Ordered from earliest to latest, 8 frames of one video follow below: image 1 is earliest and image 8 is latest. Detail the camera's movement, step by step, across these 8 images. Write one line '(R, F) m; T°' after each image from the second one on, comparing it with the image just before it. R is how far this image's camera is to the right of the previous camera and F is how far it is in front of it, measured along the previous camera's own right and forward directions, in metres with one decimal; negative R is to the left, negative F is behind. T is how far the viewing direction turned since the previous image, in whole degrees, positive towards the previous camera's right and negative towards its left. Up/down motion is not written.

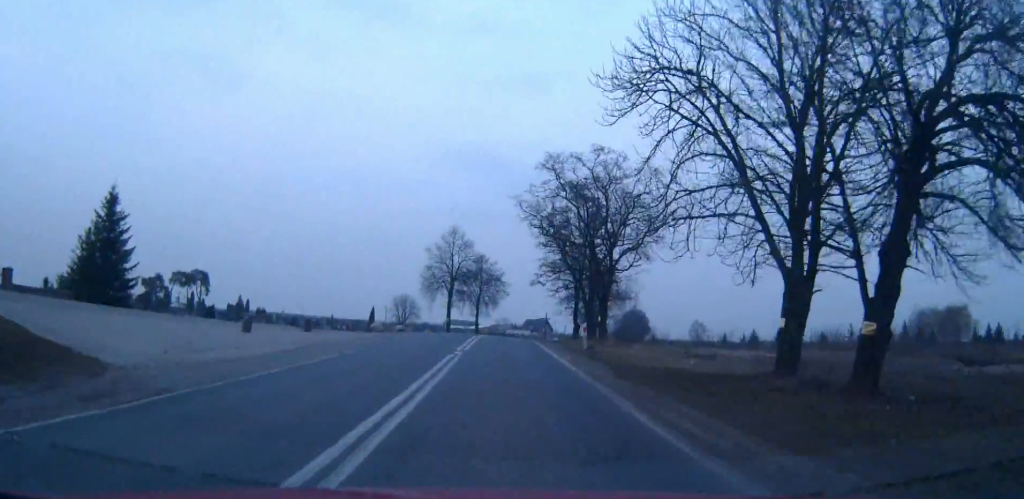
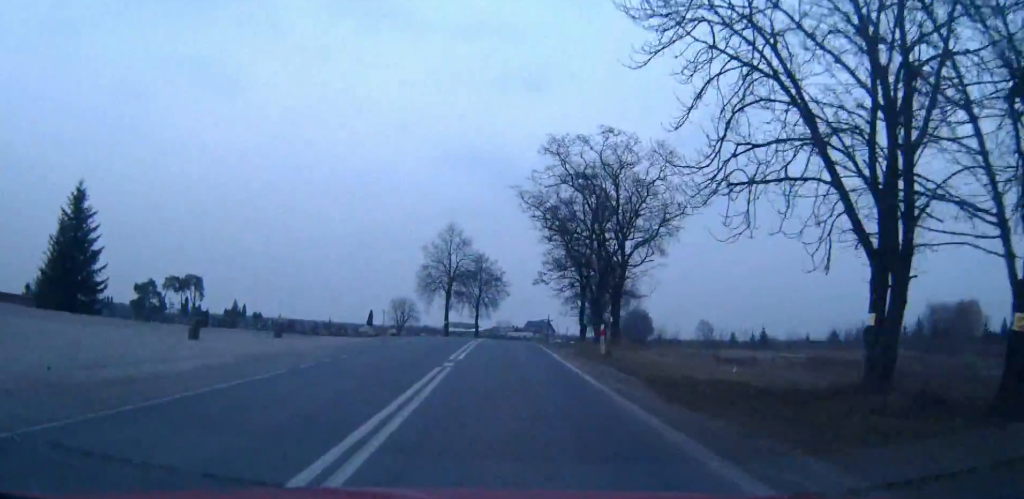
(0.0, +4.7) m; 0°
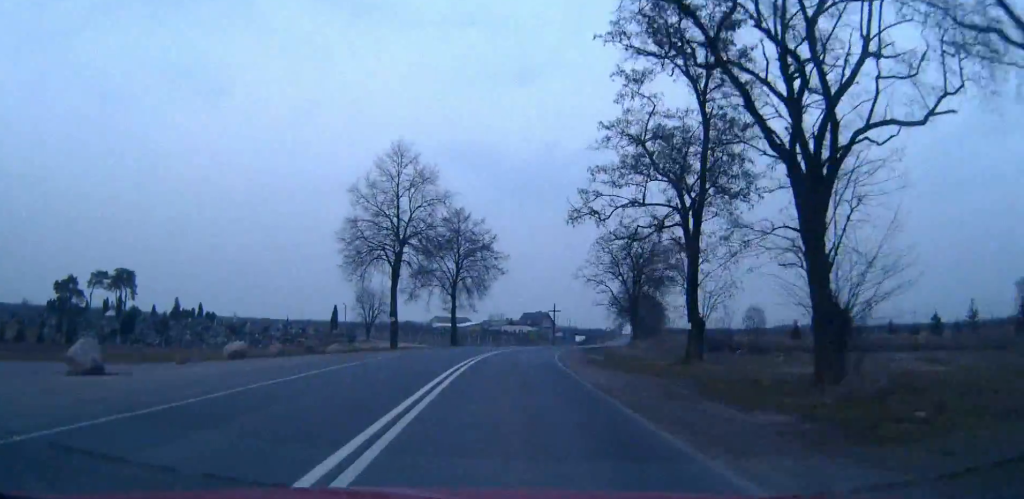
(+0.1, +36.9) m; 0°
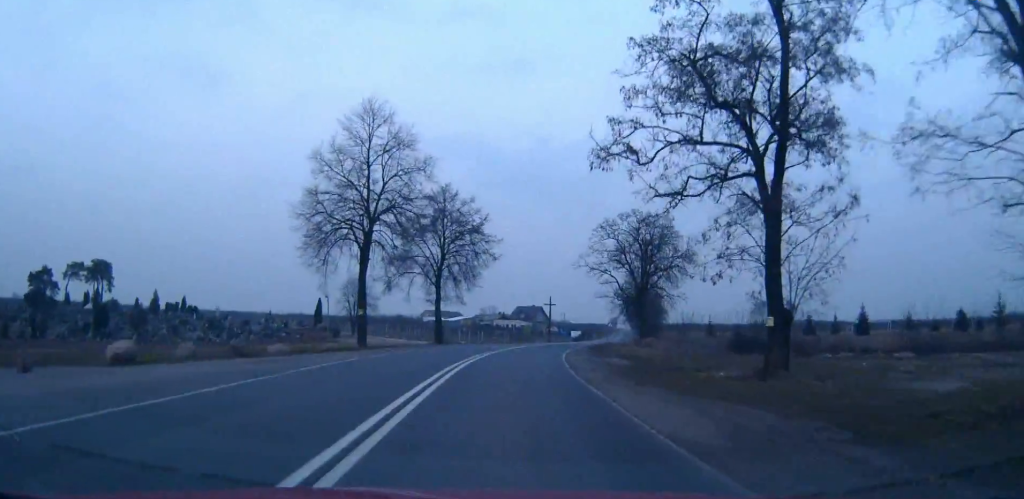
(0.0, +8.2) m; 0°
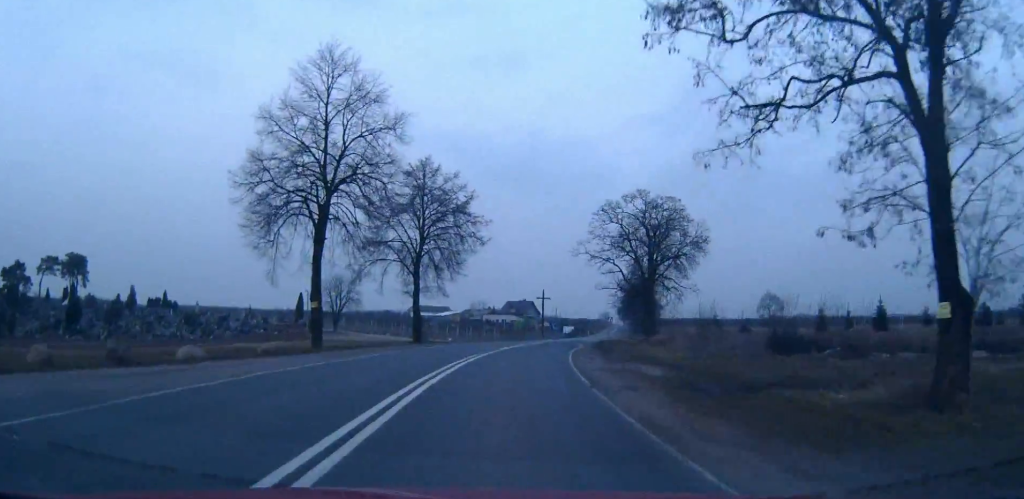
(0.0, +7.6) m; +1°
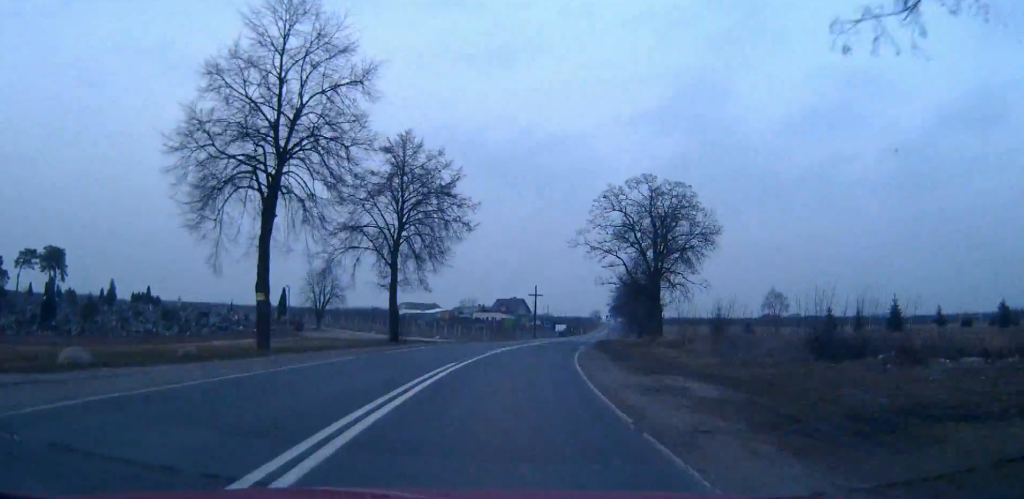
(0.0, +5.9) m; +1°
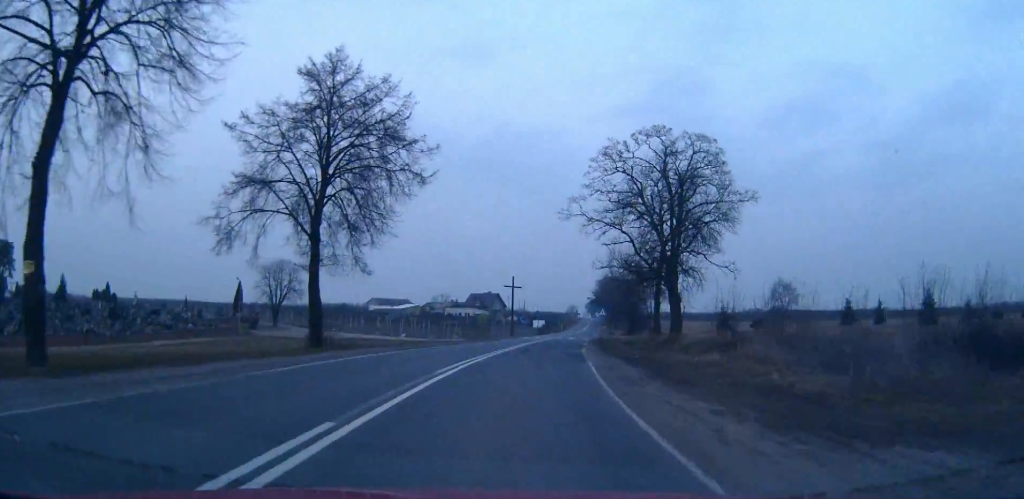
(+0.2, +12.4) m; +2°
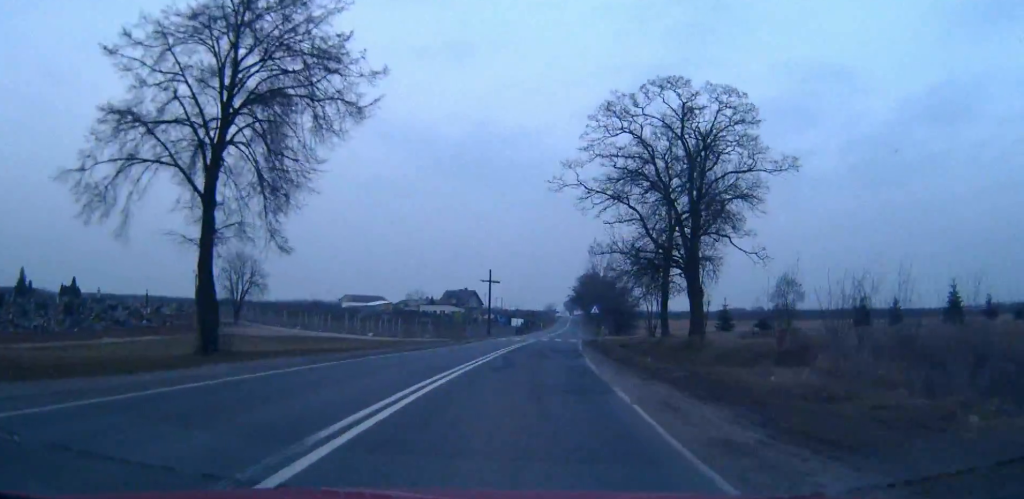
(+0.1, +8.8) m; +2°
